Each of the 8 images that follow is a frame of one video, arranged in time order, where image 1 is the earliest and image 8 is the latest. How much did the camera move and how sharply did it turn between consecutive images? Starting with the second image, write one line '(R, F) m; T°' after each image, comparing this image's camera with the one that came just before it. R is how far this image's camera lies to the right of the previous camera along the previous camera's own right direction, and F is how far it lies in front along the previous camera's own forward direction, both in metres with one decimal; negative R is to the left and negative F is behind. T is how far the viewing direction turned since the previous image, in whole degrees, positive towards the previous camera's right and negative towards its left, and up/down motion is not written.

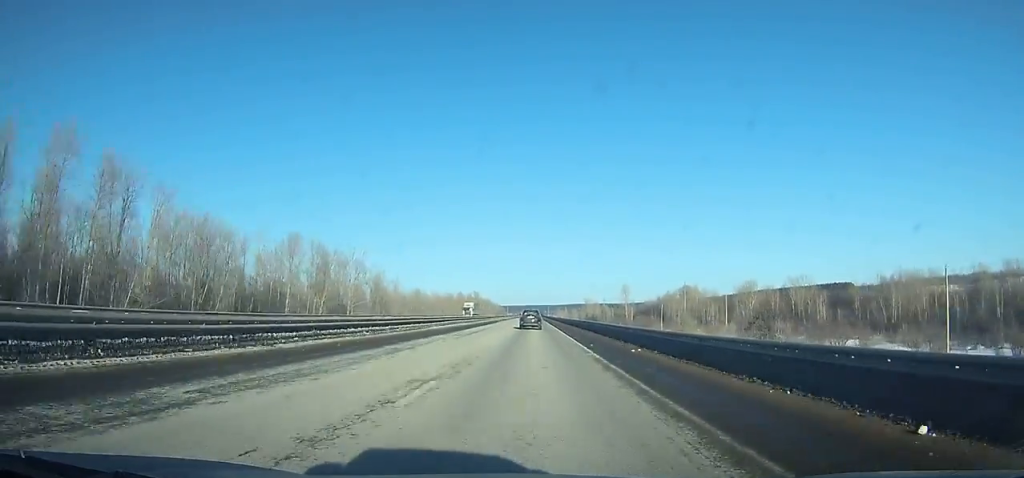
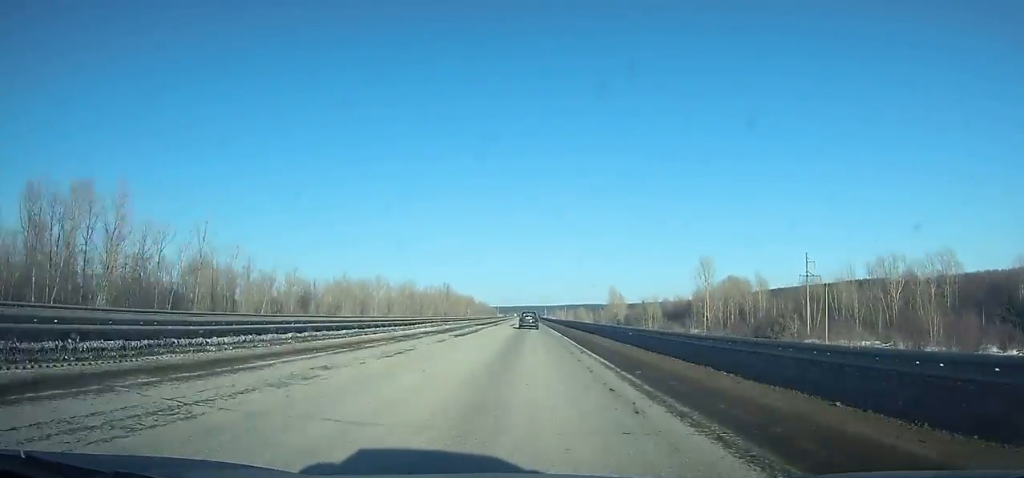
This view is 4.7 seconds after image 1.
(+0.2, +113.8) m; 0°
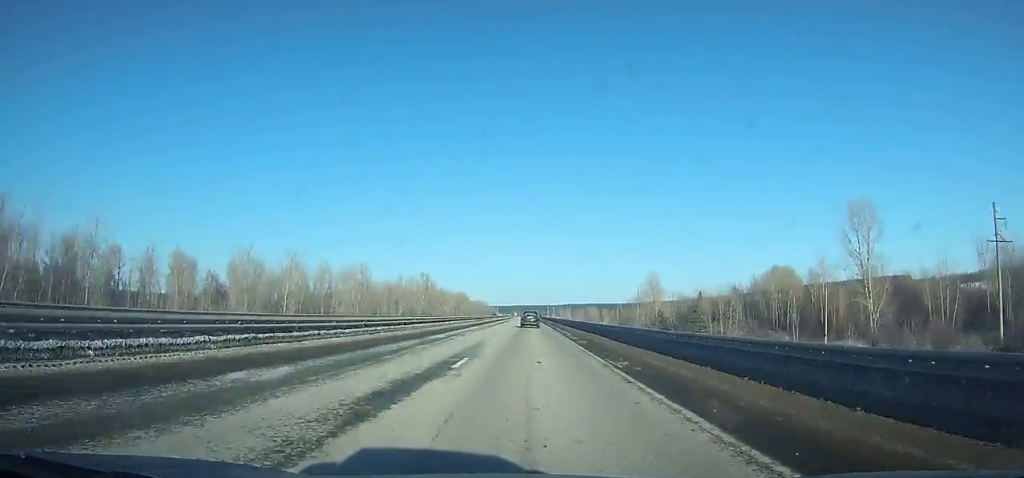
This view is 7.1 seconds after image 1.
(-0.1, +59.7) m; 0°
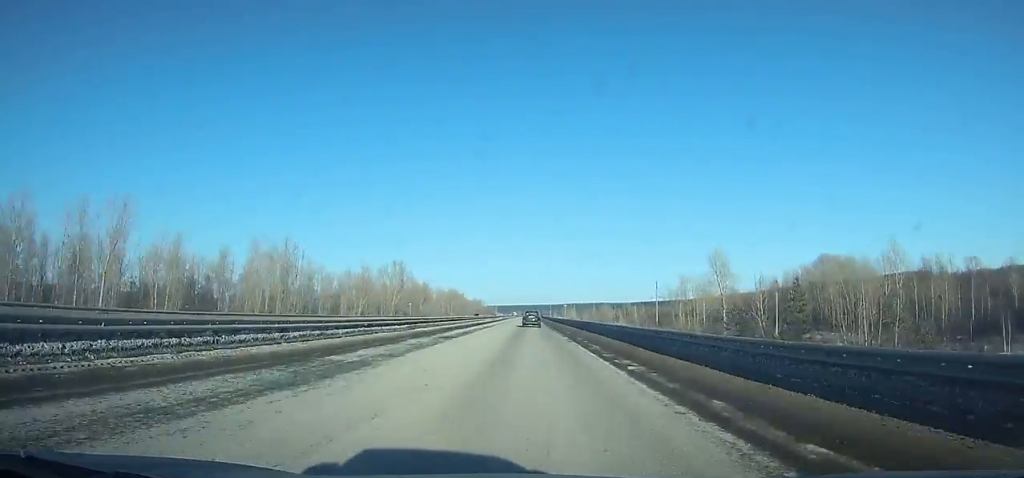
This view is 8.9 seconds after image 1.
(0.0, +45.5) m; 0°
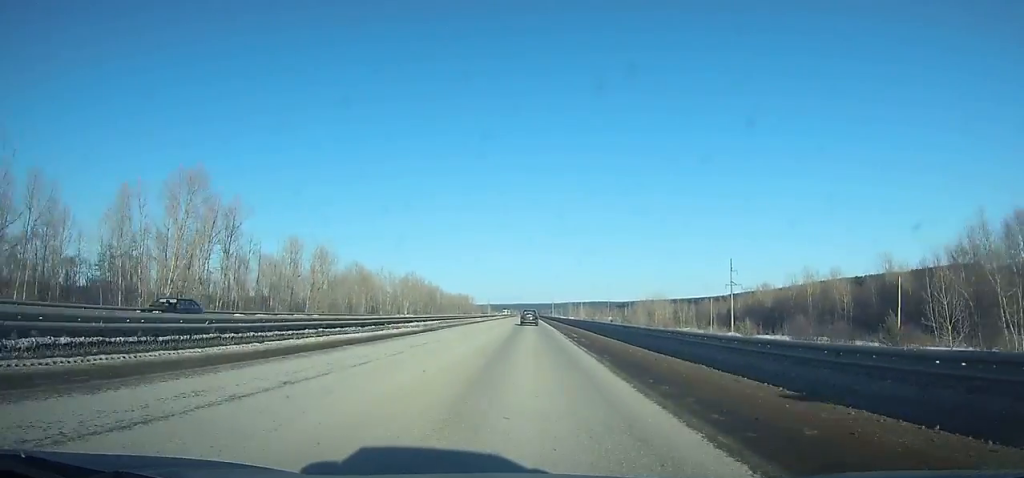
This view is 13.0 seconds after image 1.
(0.0, +105.3) m; 0°
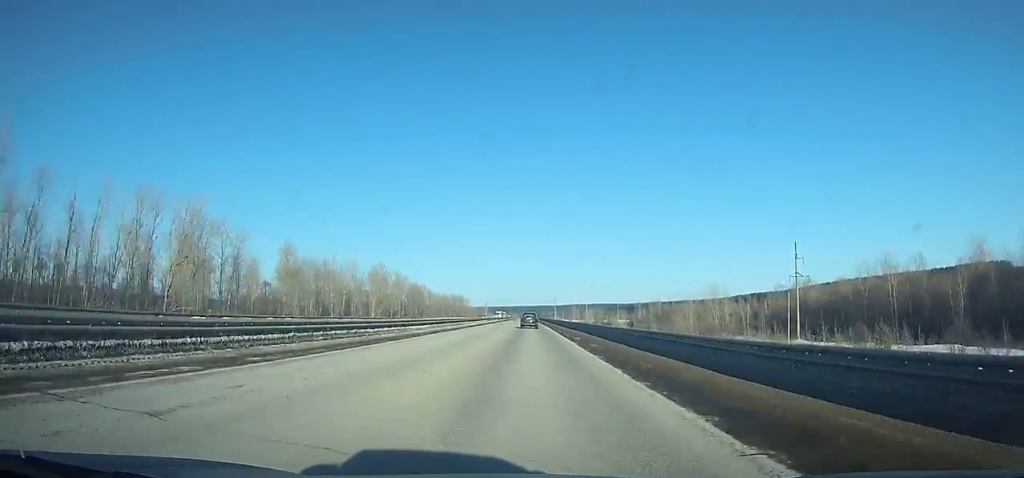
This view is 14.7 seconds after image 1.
(0.0, +44.4) m; 0°
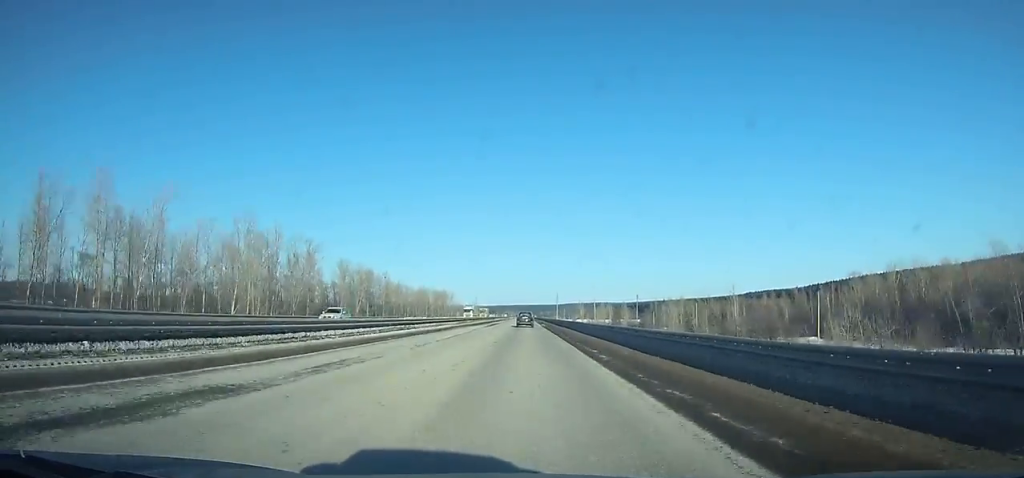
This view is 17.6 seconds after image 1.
(0.0, +76.3) m; 0°
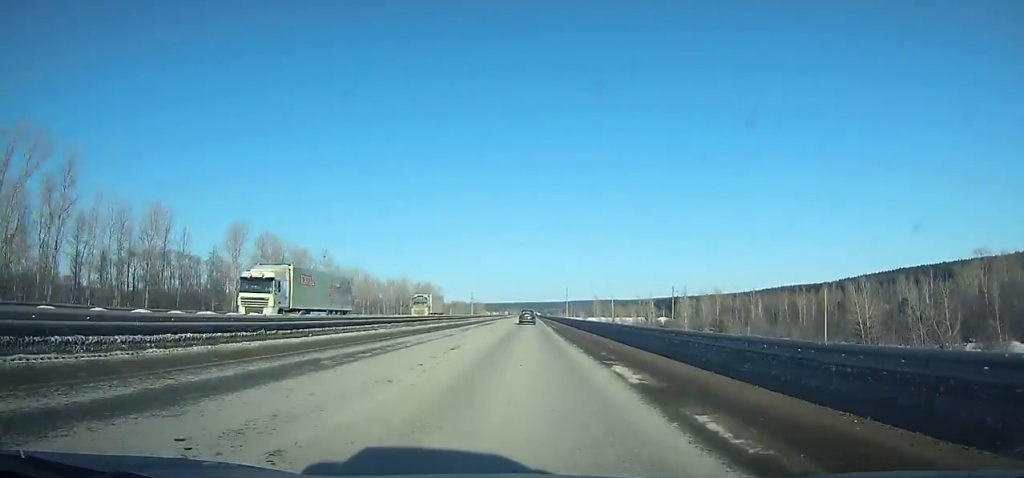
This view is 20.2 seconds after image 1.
(-0.1, +68.9) m; 0°
